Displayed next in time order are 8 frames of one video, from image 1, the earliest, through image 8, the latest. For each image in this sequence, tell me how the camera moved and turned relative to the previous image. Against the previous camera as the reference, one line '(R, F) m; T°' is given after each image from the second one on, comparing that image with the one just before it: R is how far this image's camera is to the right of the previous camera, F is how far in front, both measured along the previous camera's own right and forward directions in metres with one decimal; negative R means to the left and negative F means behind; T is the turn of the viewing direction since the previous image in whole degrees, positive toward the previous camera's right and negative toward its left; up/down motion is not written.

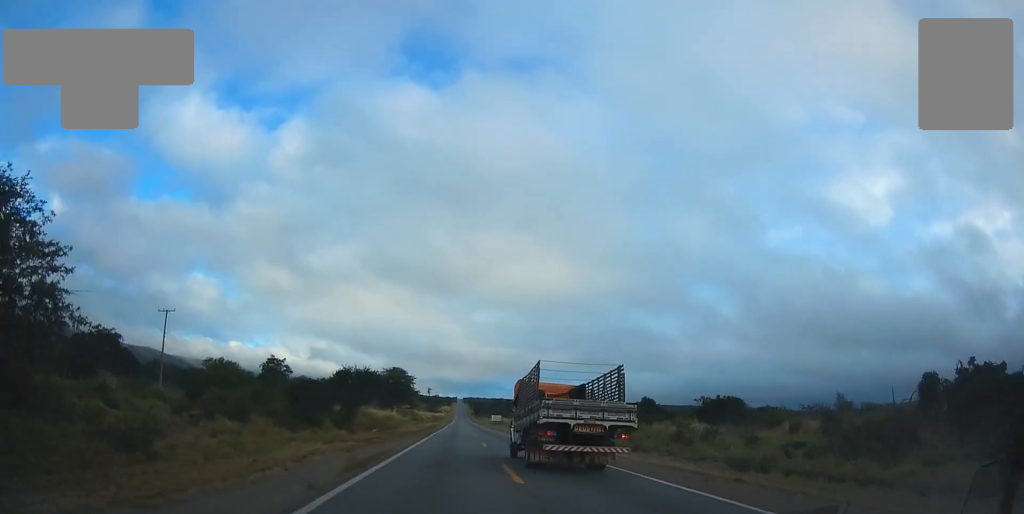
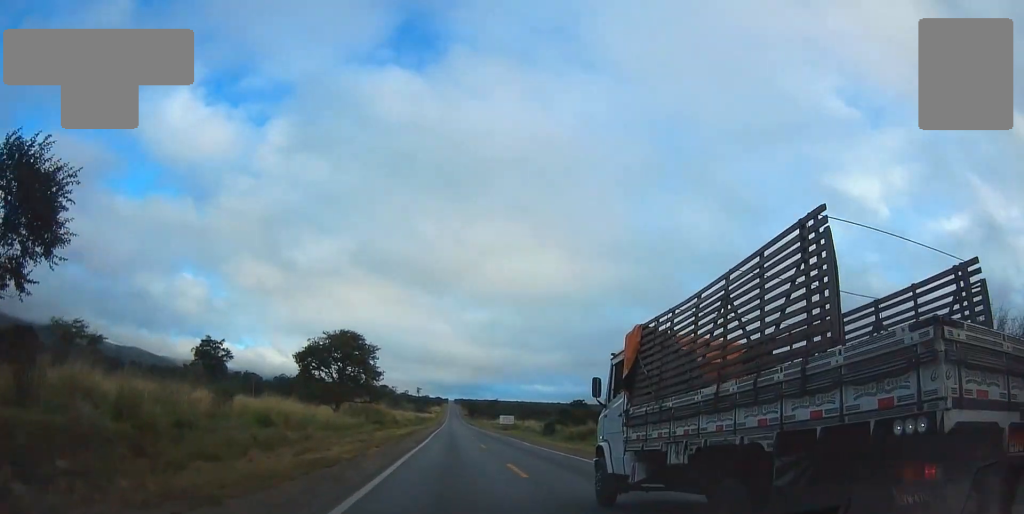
(-0.3, +46.2) m; 0°
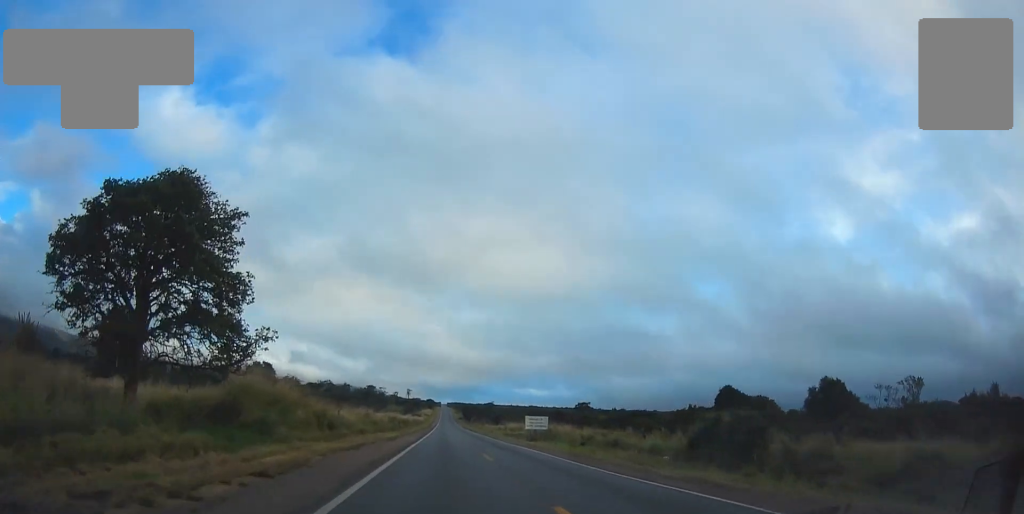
(+0.3, +41.2) m; 0°
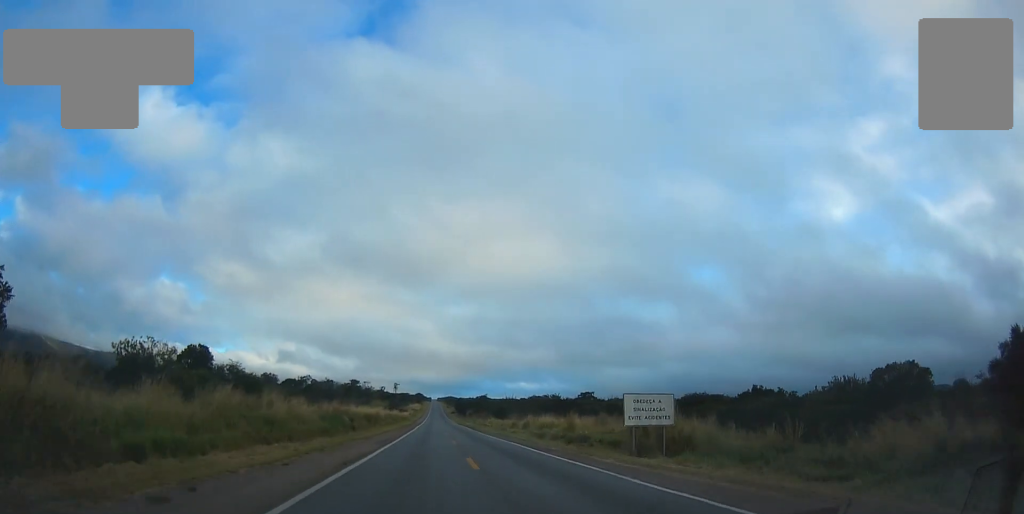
(+0.1, +37.2) m; +1°
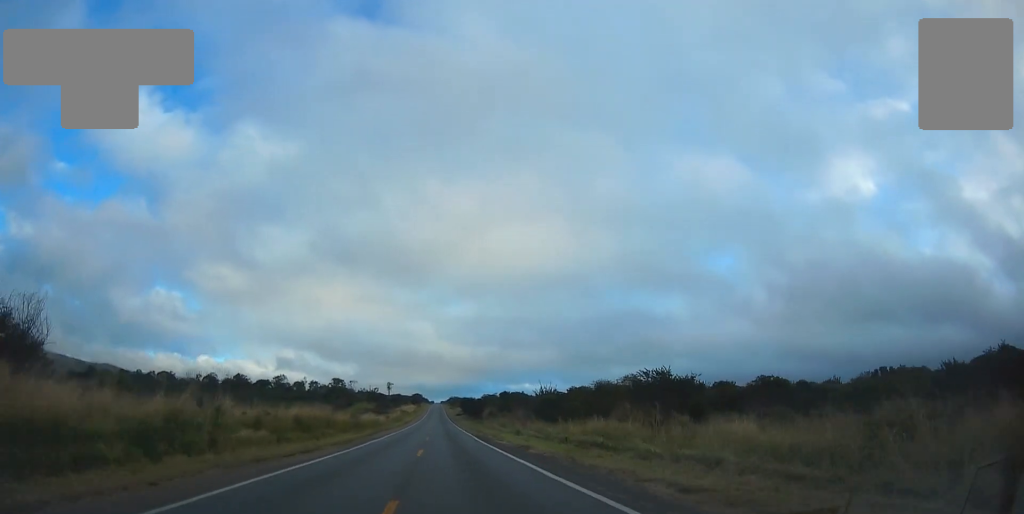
(0.0, +73.7) m; +1°
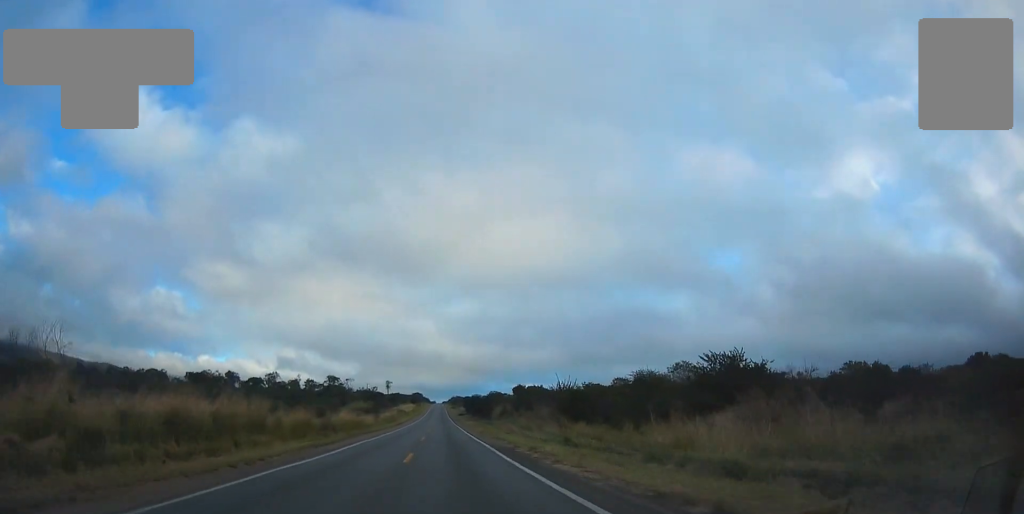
(+0.5, +19.1) m; 0°
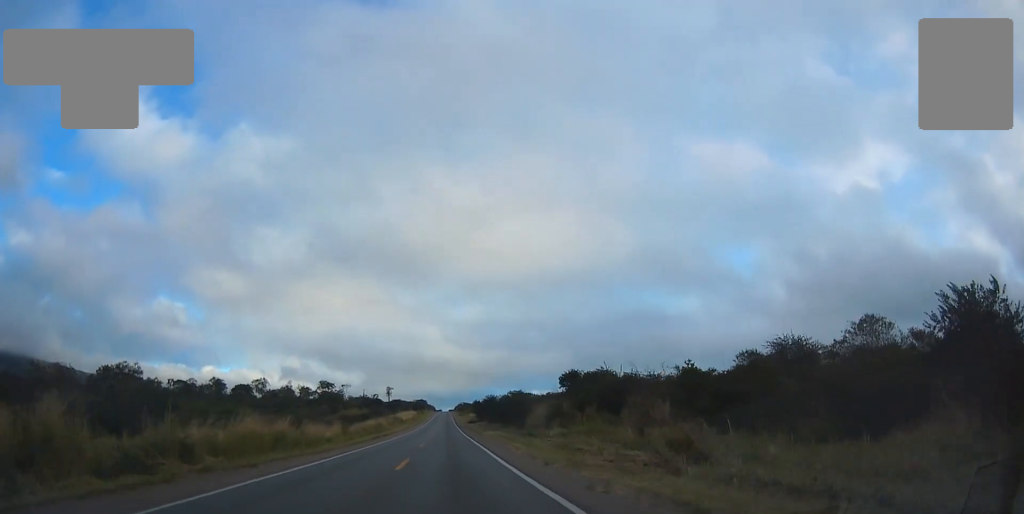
(+0.2, +32.2) m; 0°
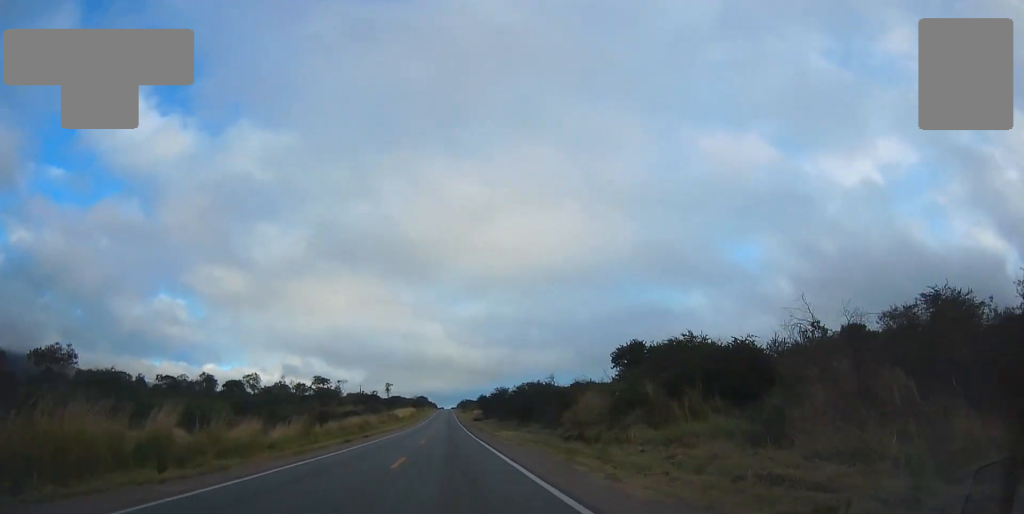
(-0.2, +16.7) m; 0°
